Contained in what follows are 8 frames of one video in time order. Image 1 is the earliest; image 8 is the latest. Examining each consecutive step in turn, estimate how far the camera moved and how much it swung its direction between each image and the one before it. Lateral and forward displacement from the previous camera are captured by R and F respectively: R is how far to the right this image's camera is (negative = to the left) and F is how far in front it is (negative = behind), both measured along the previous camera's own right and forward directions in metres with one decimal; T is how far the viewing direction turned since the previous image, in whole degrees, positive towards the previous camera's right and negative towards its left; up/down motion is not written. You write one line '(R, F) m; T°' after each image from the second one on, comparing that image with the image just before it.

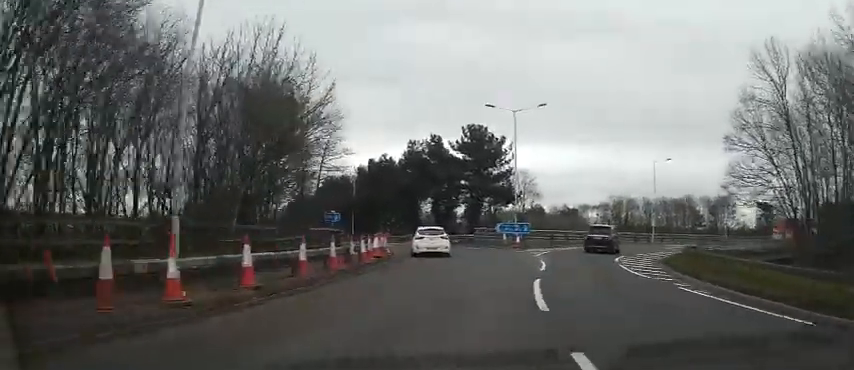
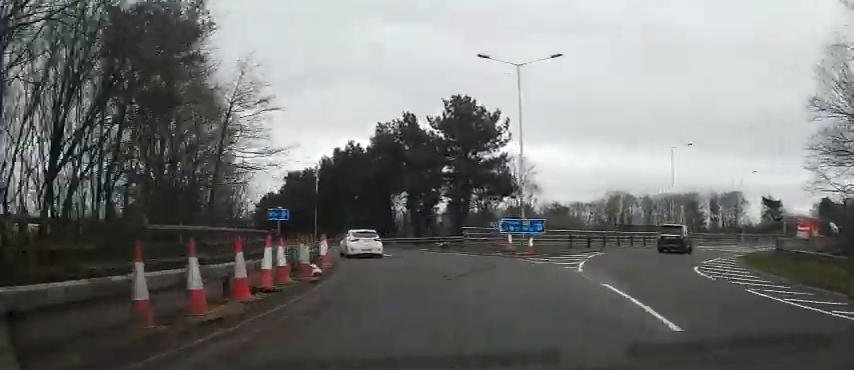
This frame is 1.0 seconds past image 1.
(+0.7, +11.4) m; +5°
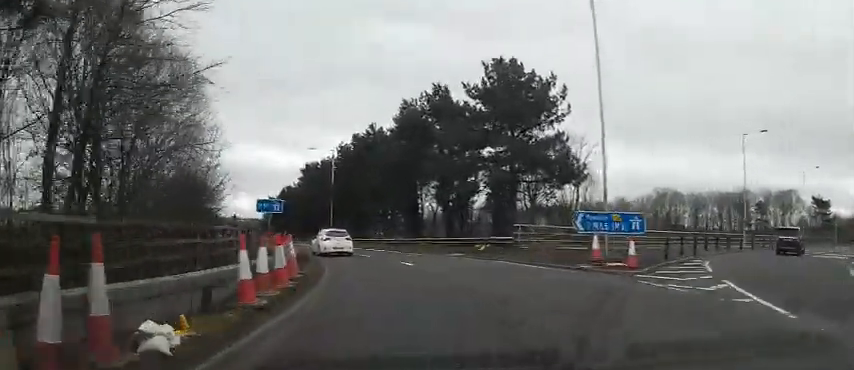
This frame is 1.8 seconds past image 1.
(+0.4, +9.4) m; -1°
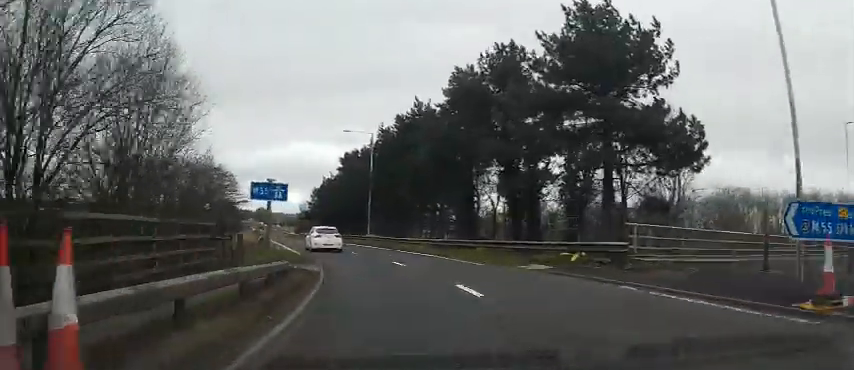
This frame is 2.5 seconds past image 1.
(-0.3, +8.7) m; -6°
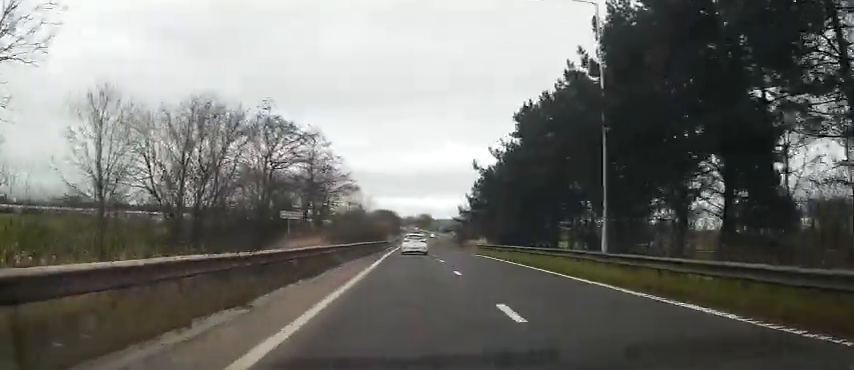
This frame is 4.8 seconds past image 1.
(-5.6, +28.7) m; -19°
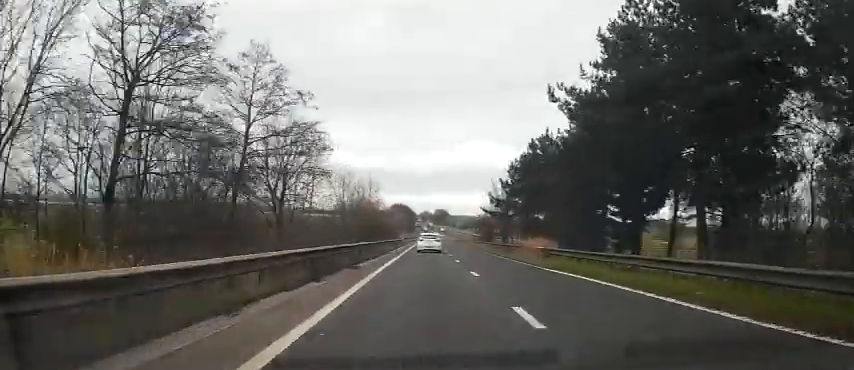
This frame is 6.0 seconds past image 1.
(-0.7, +18.0) m; -3°
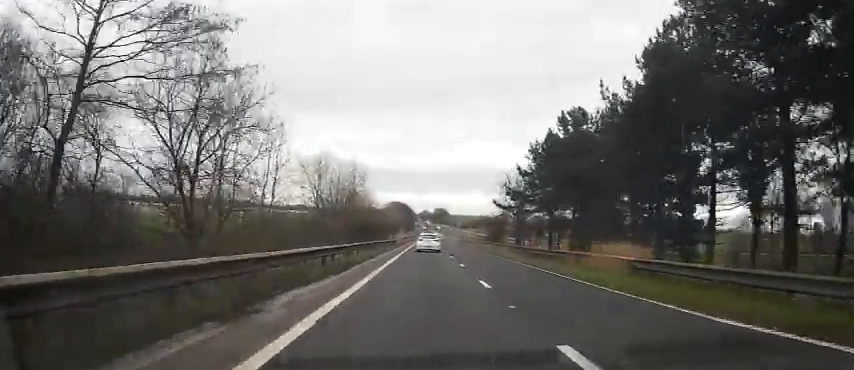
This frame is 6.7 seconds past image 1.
(-0.1, +12.1) m; 0°
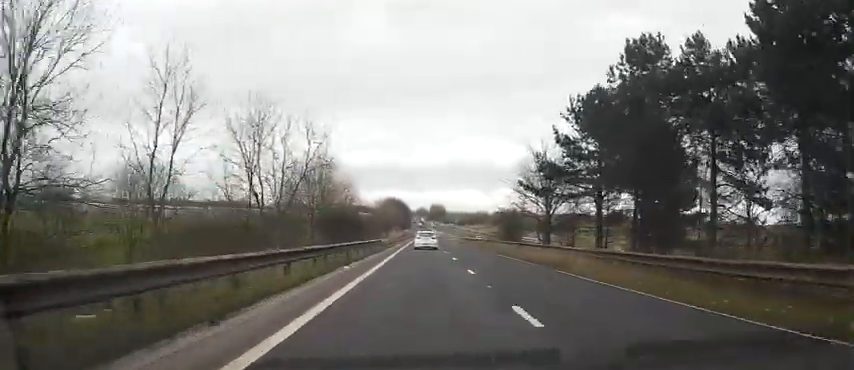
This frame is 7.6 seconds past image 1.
(+0.2, +15.3) m; -1°
